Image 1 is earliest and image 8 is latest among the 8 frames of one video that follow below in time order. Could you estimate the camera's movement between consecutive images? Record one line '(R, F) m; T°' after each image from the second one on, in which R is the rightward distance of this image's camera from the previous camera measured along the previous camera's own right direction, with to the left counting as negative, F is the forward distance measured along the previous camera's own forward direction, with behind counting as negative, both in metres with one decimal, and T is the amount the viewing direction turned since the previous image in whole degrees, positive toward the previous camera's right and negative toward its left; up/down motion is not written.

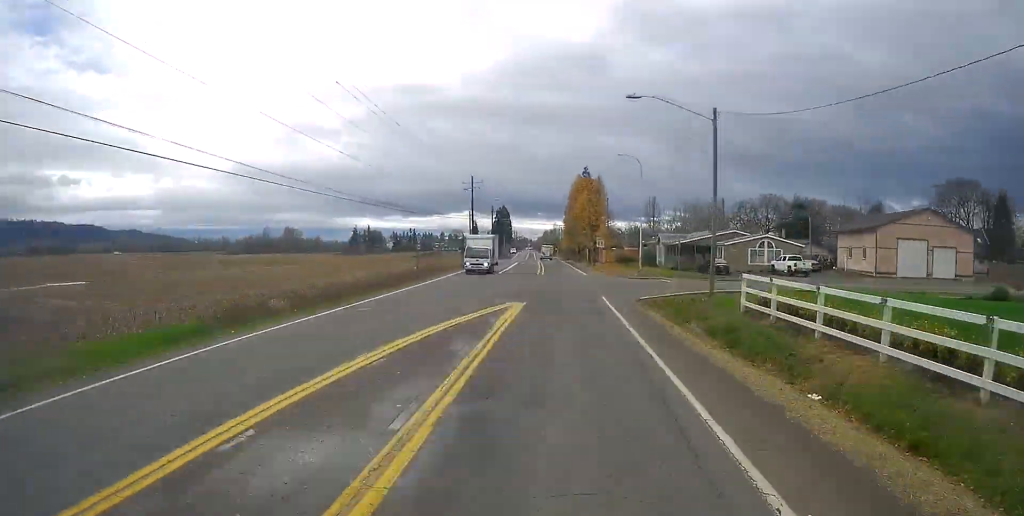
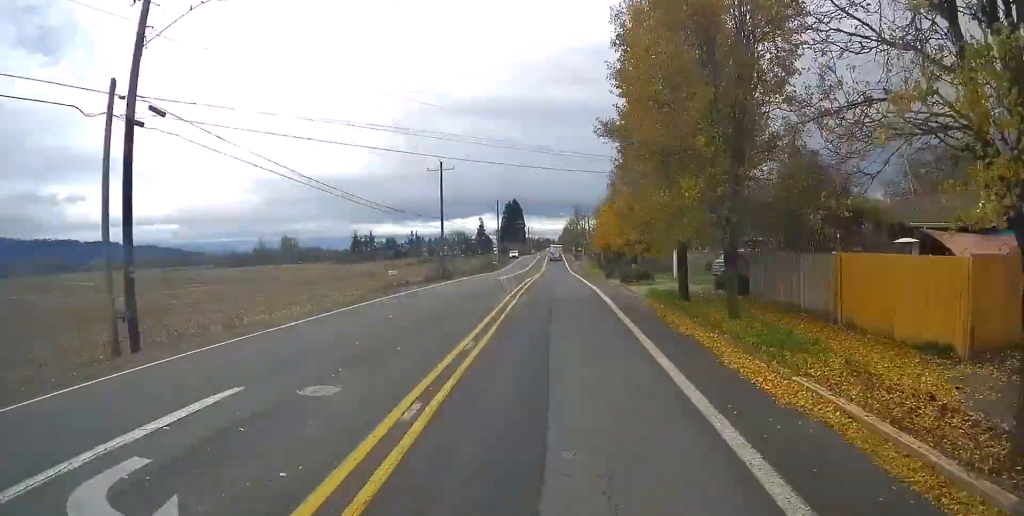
(-0.5, +74.0) m; -1°
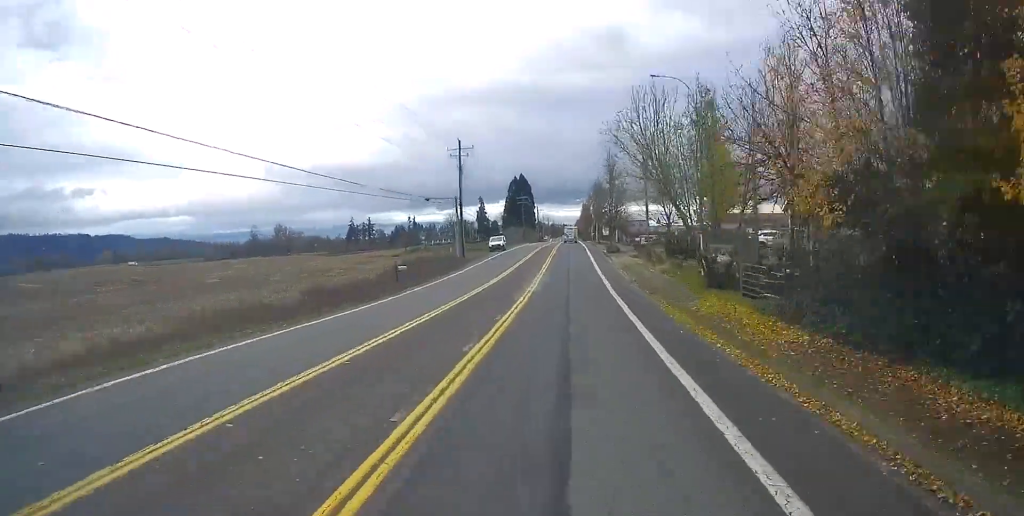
(-0.2, +60.6) m; -1°
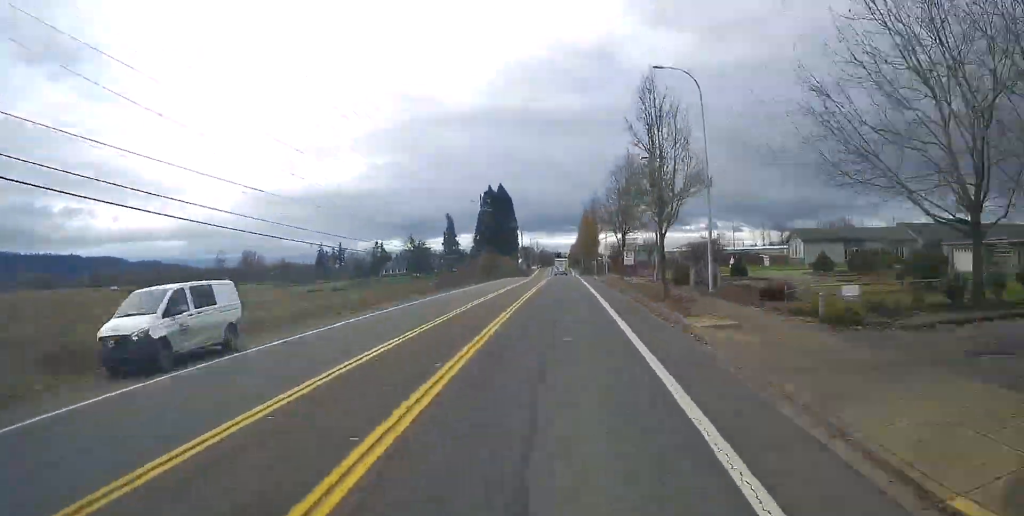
(-1.1, +64.8) m; -1°
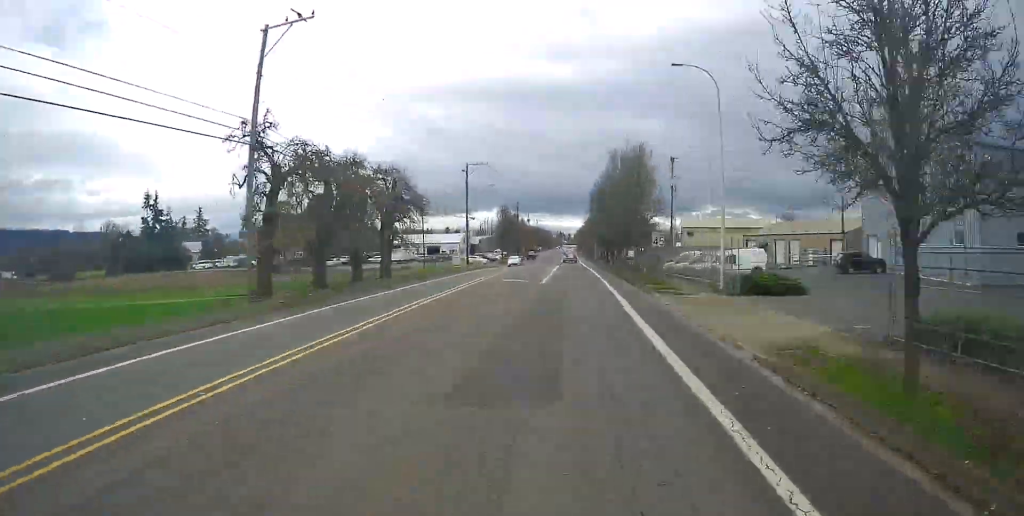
(-1.0, +221.5) m; 0°
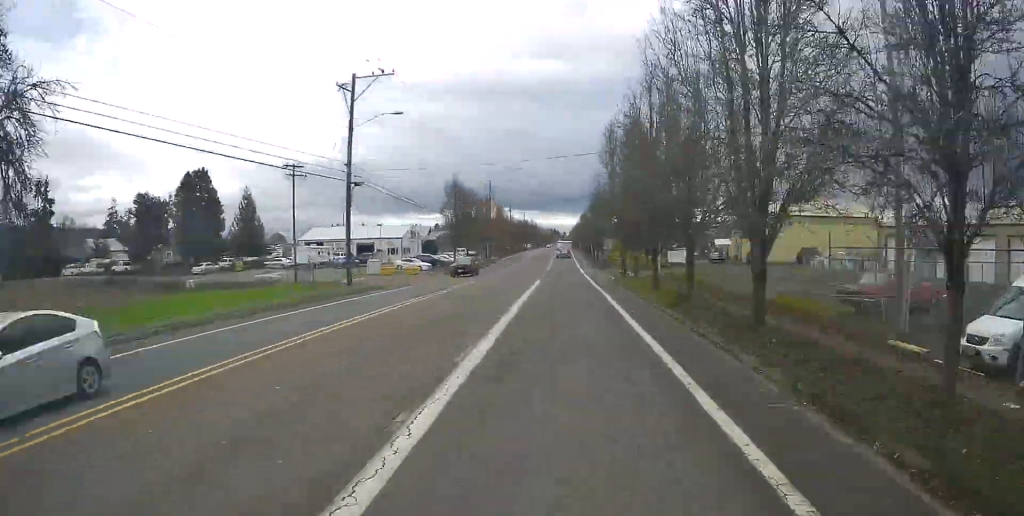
(+0.1, +43.1) m; 0°
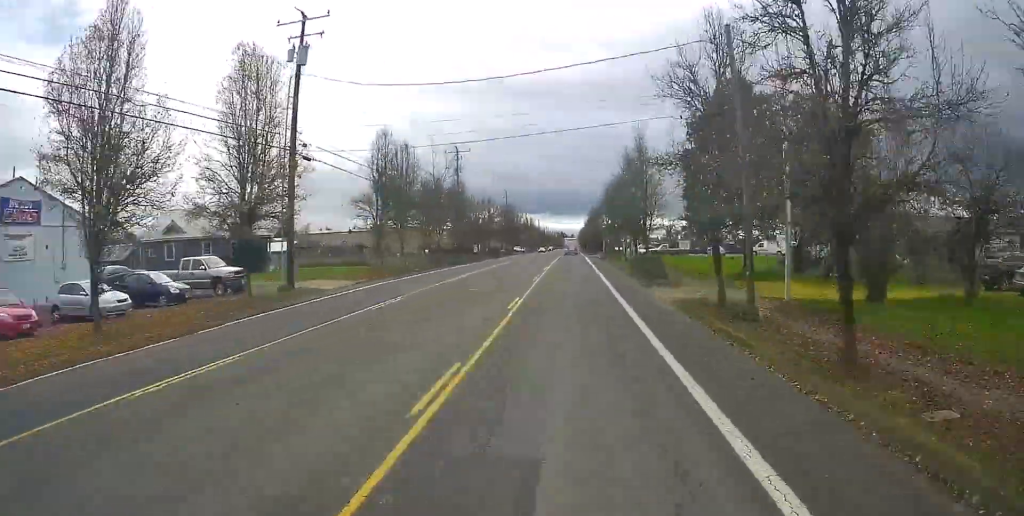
(0.0, +78.2) m; -1°
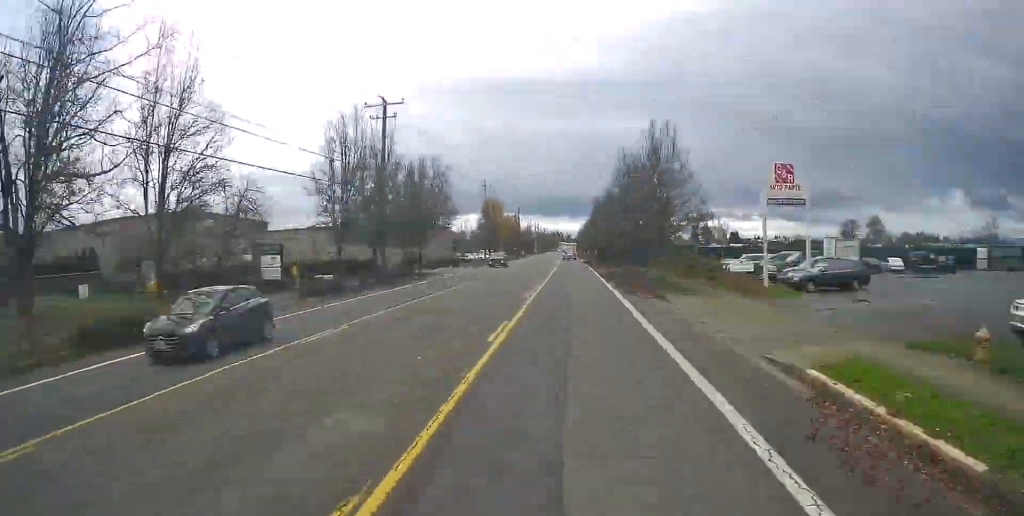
(-0.9, +75.5) m; 0°
